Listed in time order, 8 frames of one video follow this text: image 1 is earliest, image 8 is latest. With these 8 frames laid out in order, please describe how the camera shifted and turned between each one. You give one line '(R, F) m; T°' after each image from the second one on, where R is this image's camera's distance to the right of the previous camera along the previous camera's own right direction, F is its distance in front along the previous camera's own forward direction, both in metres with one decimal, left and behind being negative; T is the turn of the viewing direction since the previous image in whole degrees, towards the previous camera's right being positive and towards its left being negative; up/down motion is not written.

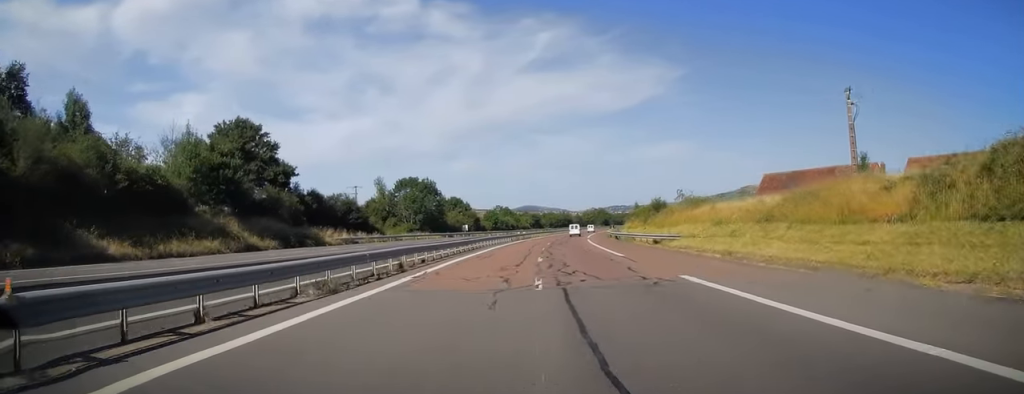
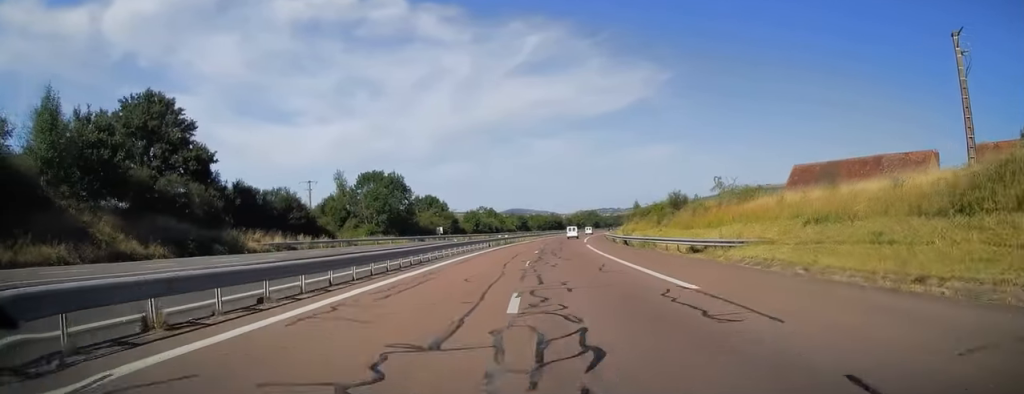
(+0.5, +14.8) m; +1°
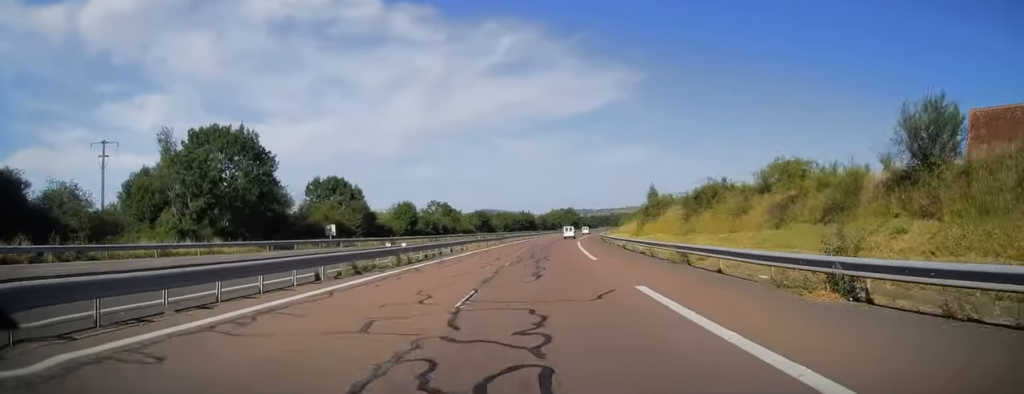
(+1.0, +38.0) m; +3°
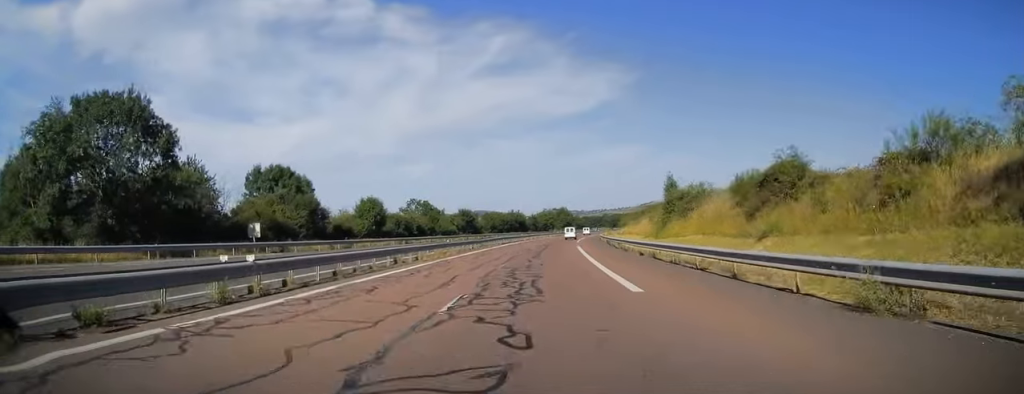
(+0.1, +13.8) m; +1°
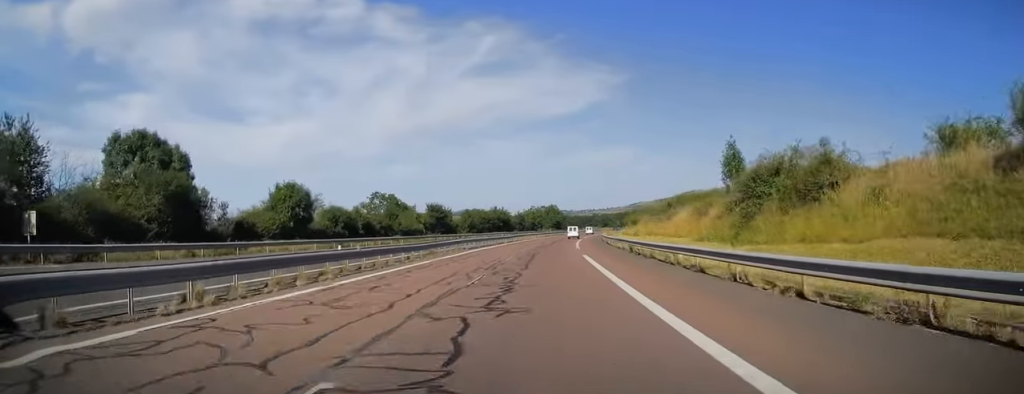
(+0.2, +20.7) m; +1°
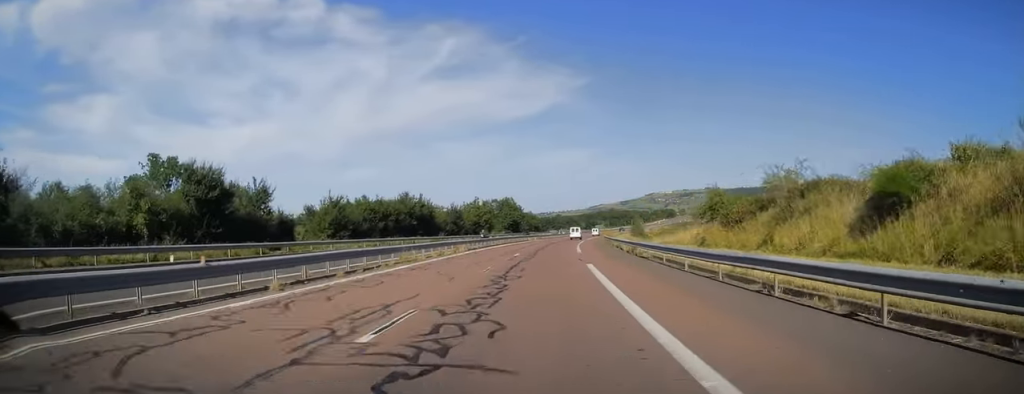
(+1.9, +59.7) m; +4°
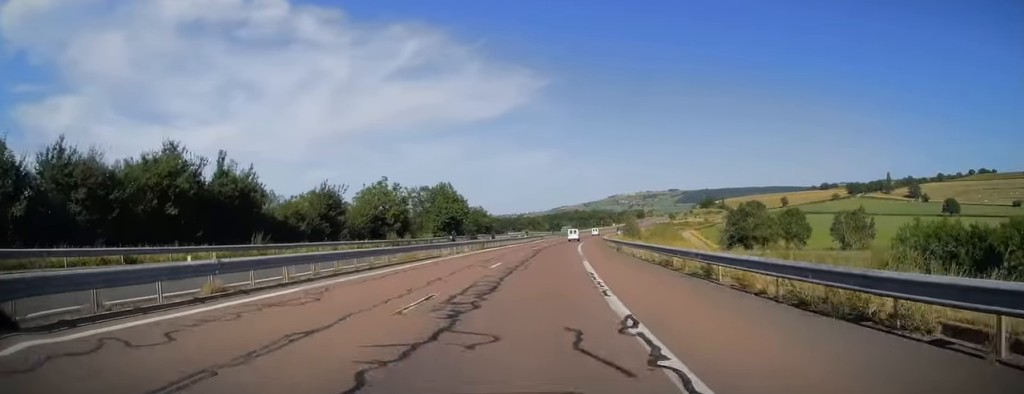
(+1.9, +48.7) m; +4°
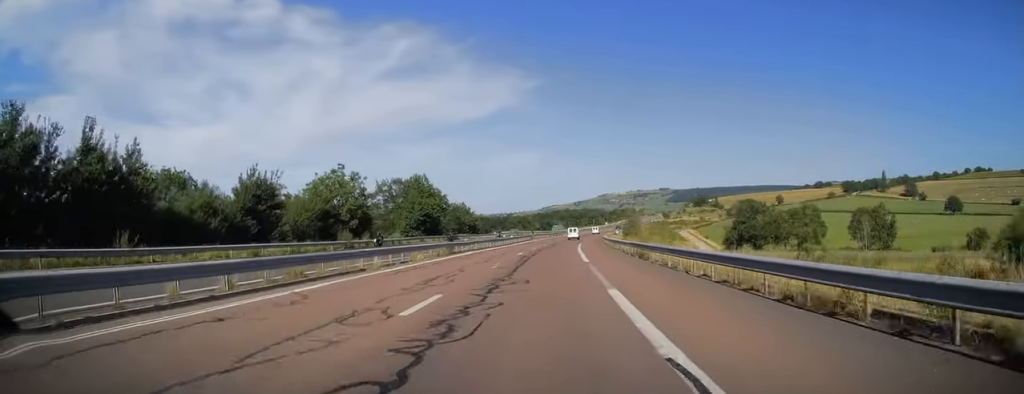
(+0.2, +13.3) m; +1°
